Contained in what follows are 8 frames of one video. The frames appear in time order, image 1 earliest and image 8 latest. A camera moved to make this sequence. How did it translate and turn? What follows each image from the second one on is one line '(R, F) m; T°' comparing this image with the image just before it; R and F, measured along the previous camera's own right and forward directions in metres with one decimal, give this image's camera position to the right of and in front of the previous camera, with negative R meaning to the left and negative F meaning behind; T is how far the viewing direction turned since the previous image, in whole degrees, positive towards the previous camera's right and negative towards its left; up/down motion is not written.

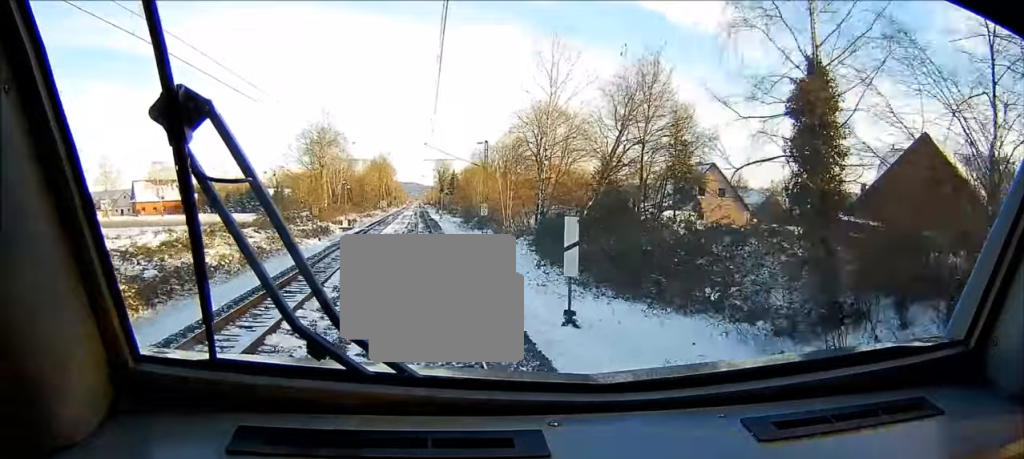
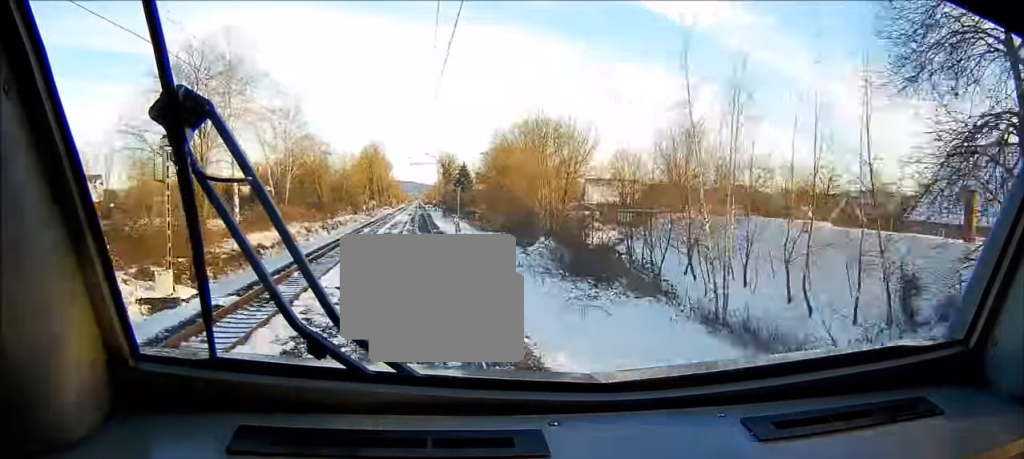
(+0.2, +51.6) m; 0°
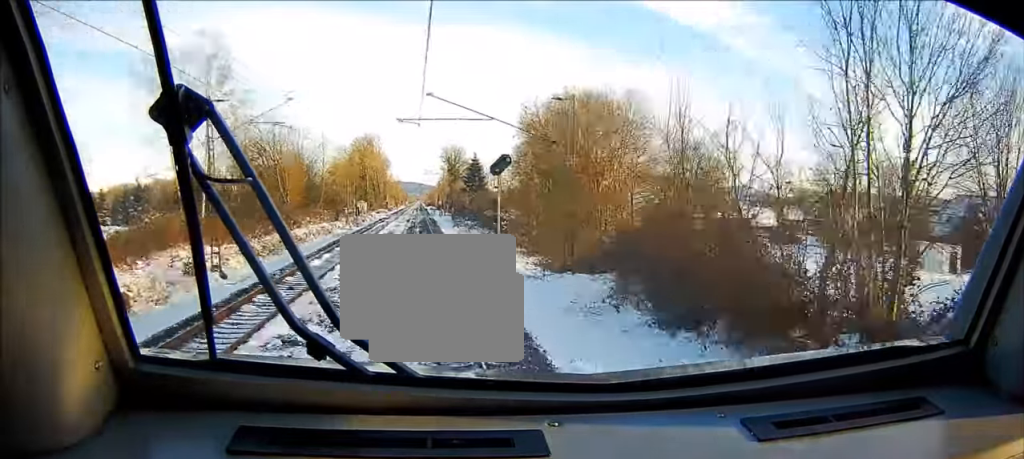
(0.0, +33.0) m; 0°
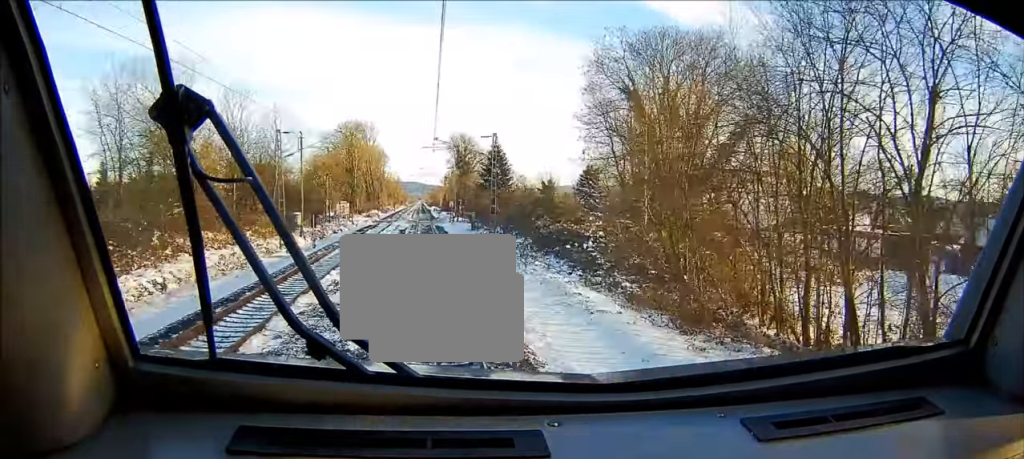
(0.0, +36.4) m; 0°
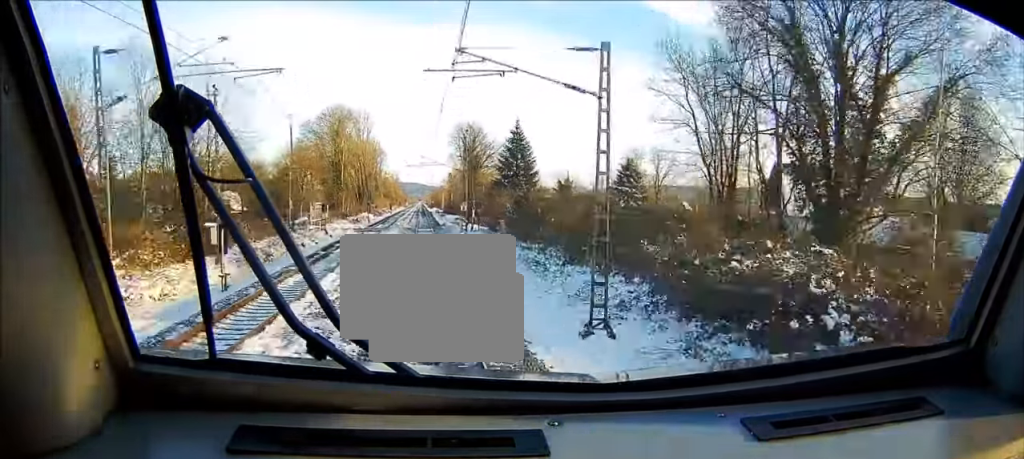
(+0.1, +23.0) m; 0°
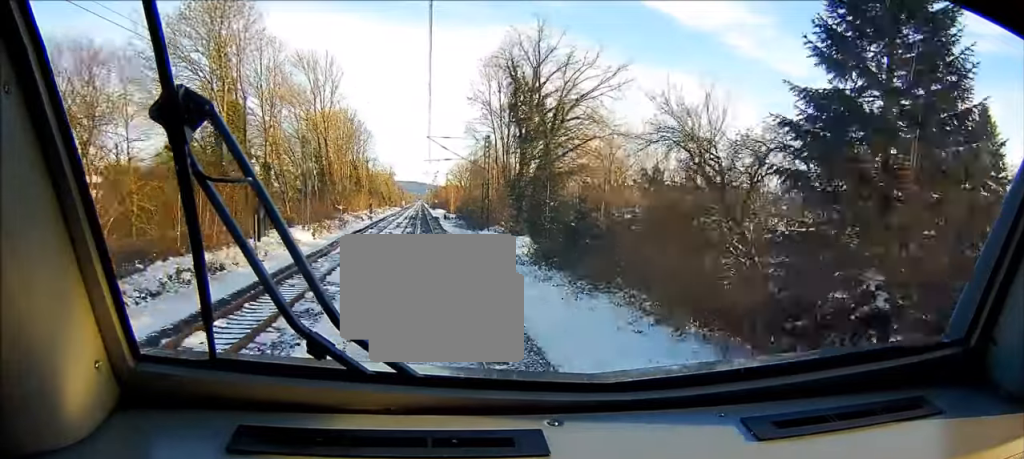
(-0.1, +67.6) m; 0°
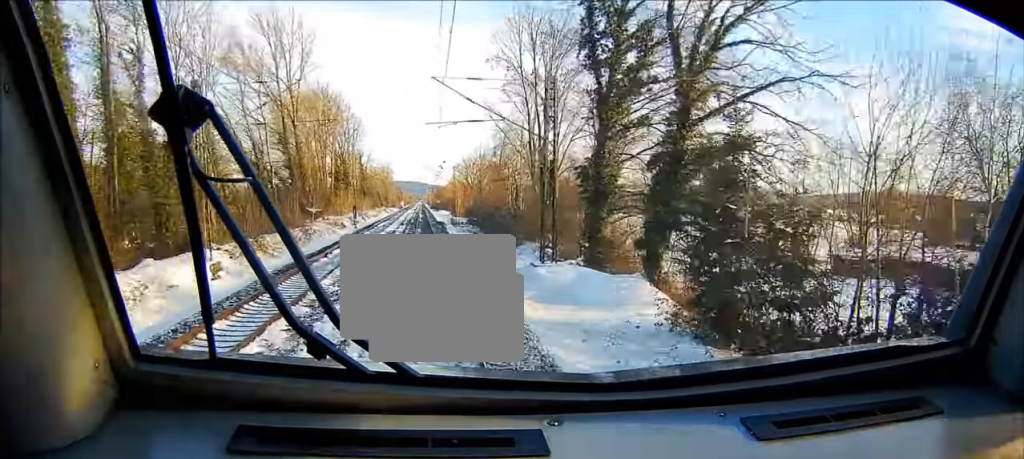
(-0.1, +26.6) m; 0°
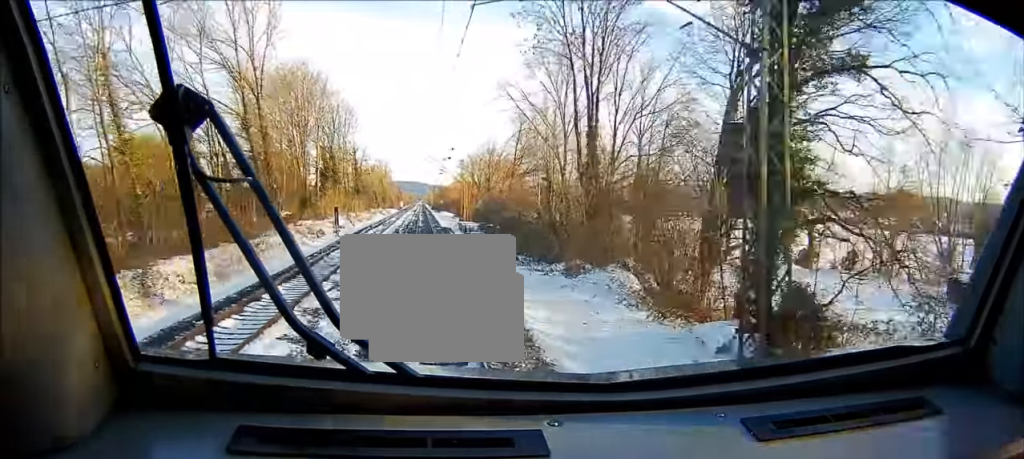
(0.0, +17.0) m; 0°
